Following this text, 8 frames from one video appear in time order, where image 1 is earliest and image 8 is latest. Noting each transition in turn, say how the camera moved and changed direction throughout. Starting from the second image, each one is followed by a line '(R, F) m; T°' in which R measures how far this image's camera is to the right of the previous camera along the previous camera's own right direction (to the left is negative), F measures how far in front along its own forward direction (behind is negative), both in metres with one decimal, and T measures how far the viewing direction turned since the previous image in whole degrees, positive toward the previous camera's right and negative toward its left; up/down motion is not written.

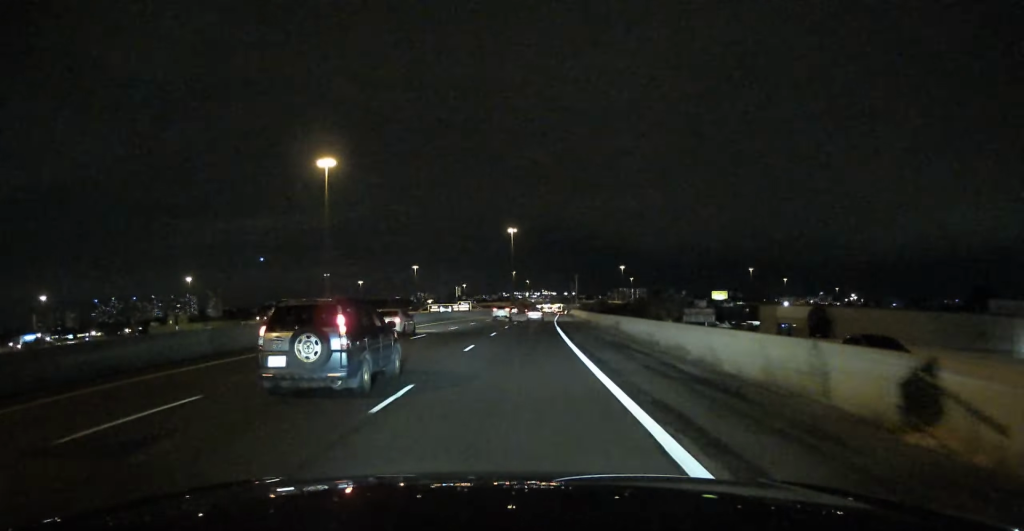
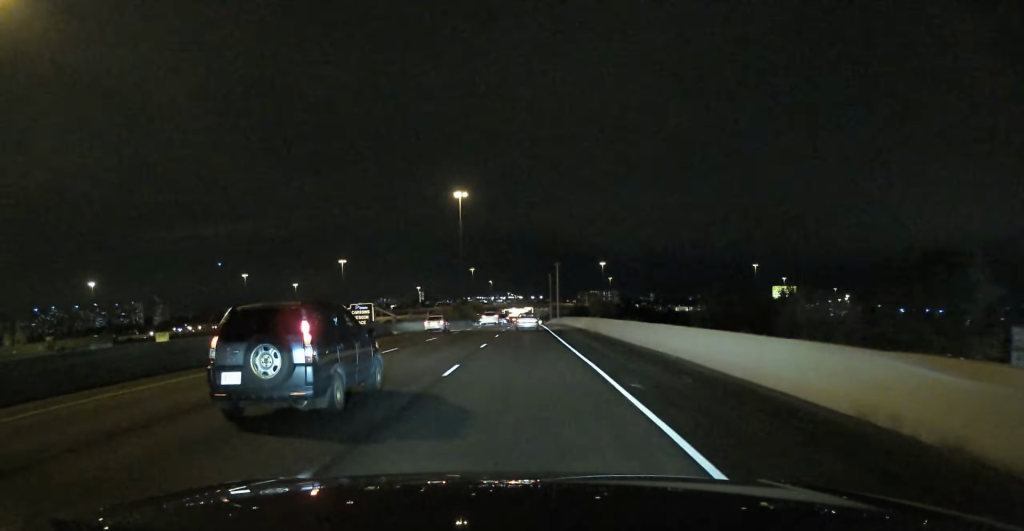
(+2.9, +123.0) m; +1°
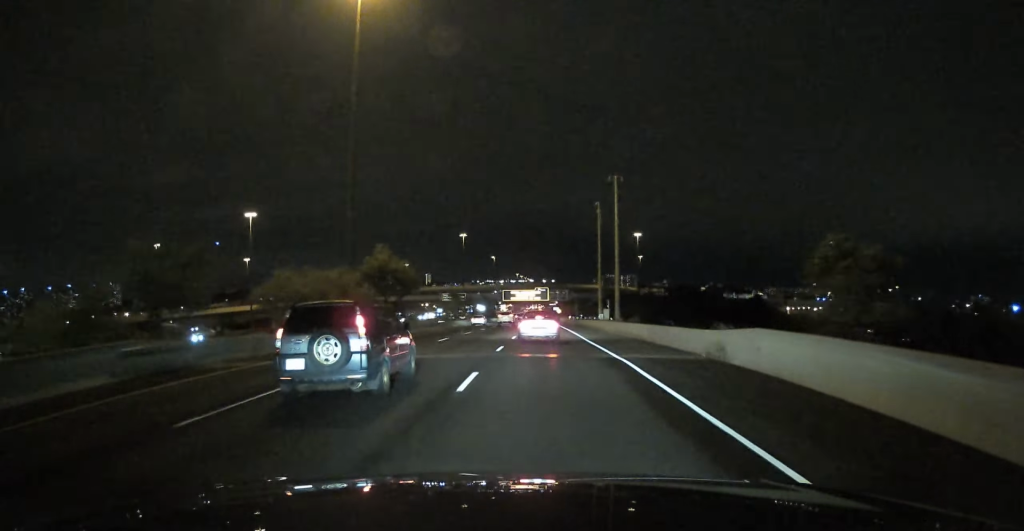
(+1.2, +132.5) m; +1°
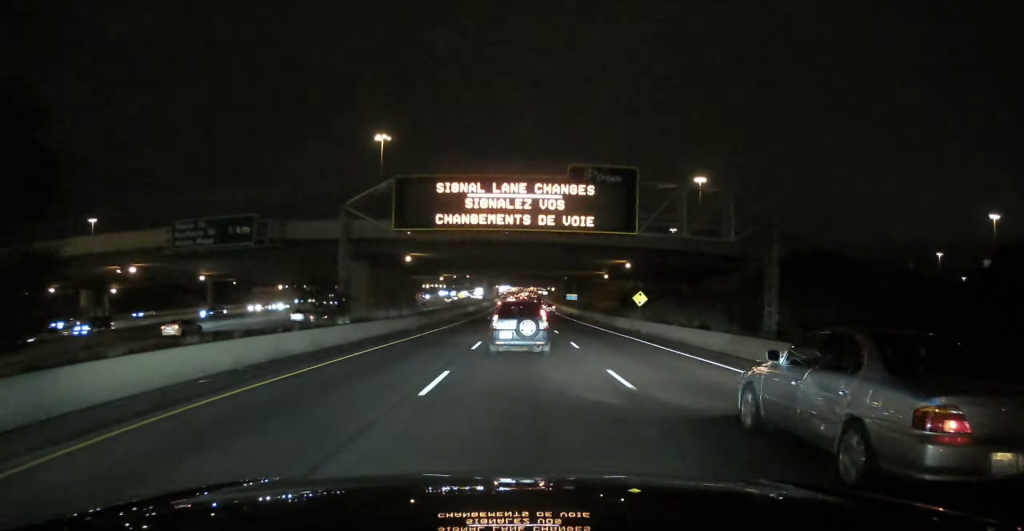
(+1.0, +164.7) m; +1°
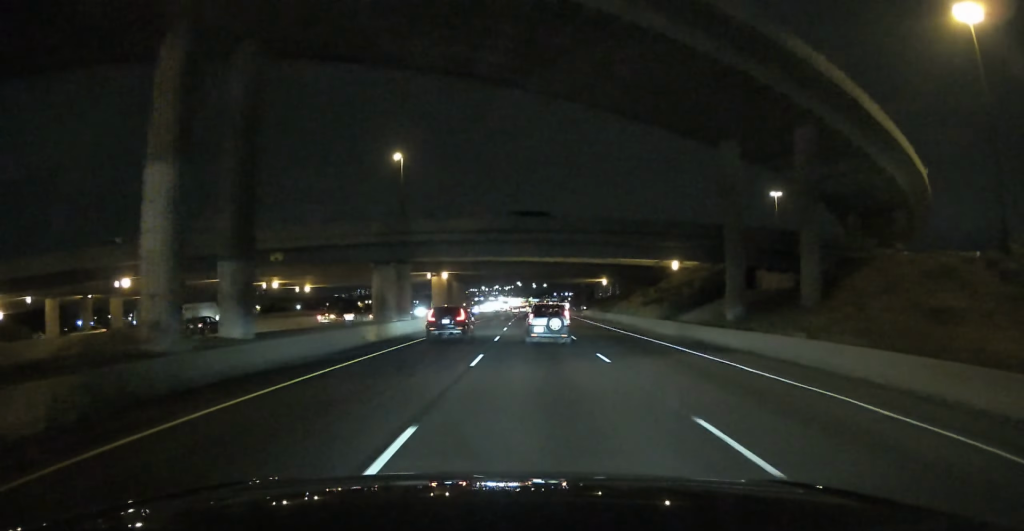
(0.0, +158.2) m; 0°
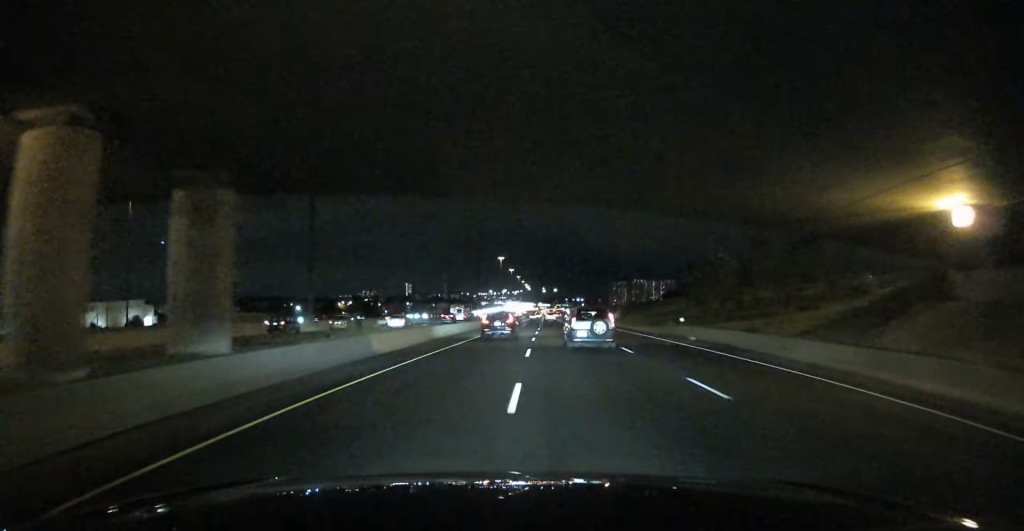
(-0.4, +65.4) m; 0°
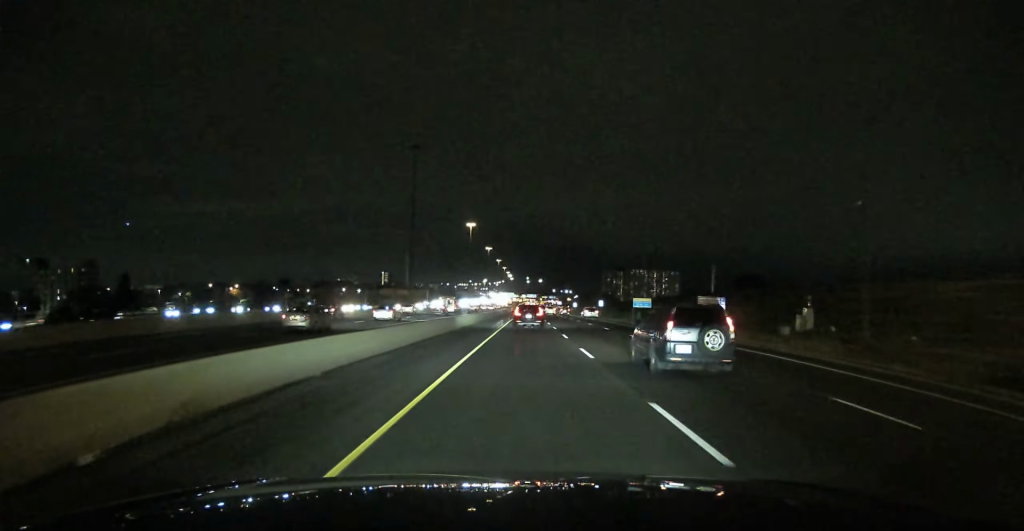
(+0.4, +128.4) m; +1°
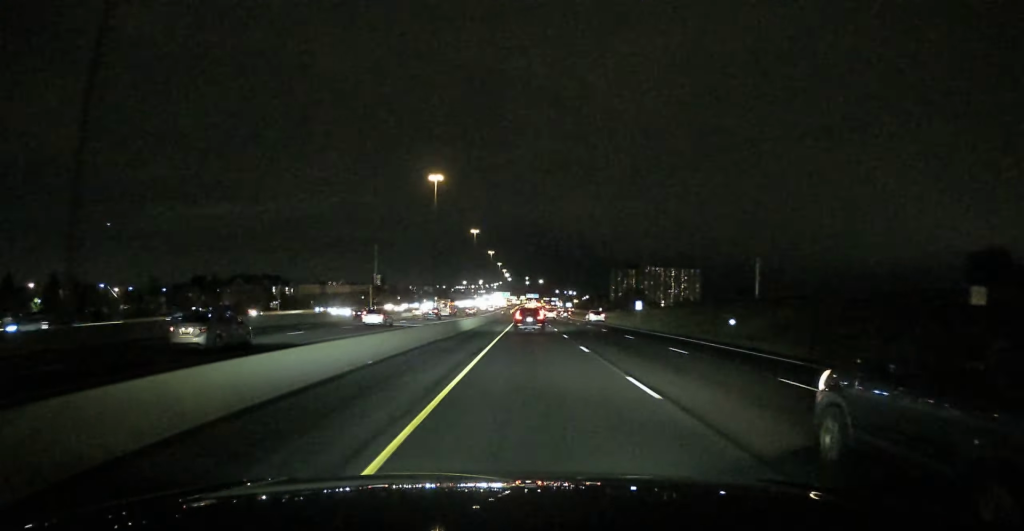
(+0.7, +116.6) m; +1°
